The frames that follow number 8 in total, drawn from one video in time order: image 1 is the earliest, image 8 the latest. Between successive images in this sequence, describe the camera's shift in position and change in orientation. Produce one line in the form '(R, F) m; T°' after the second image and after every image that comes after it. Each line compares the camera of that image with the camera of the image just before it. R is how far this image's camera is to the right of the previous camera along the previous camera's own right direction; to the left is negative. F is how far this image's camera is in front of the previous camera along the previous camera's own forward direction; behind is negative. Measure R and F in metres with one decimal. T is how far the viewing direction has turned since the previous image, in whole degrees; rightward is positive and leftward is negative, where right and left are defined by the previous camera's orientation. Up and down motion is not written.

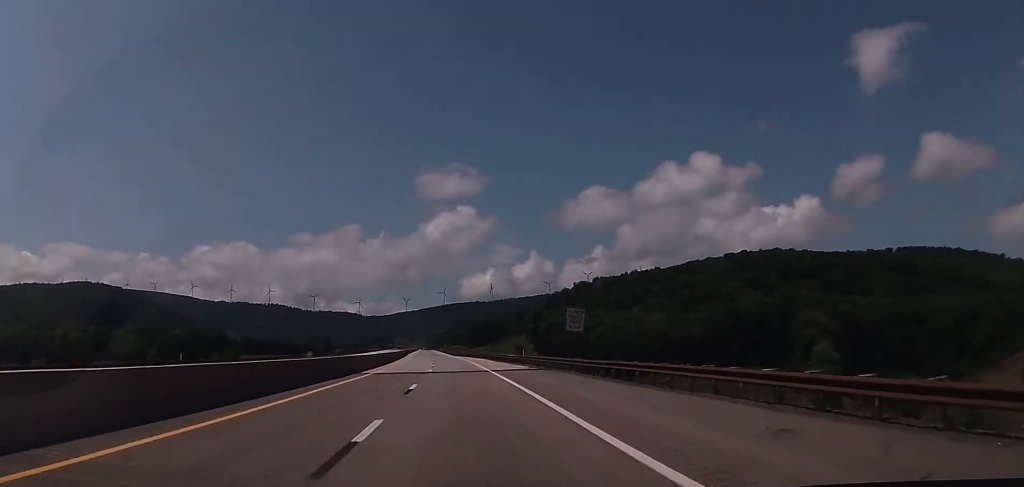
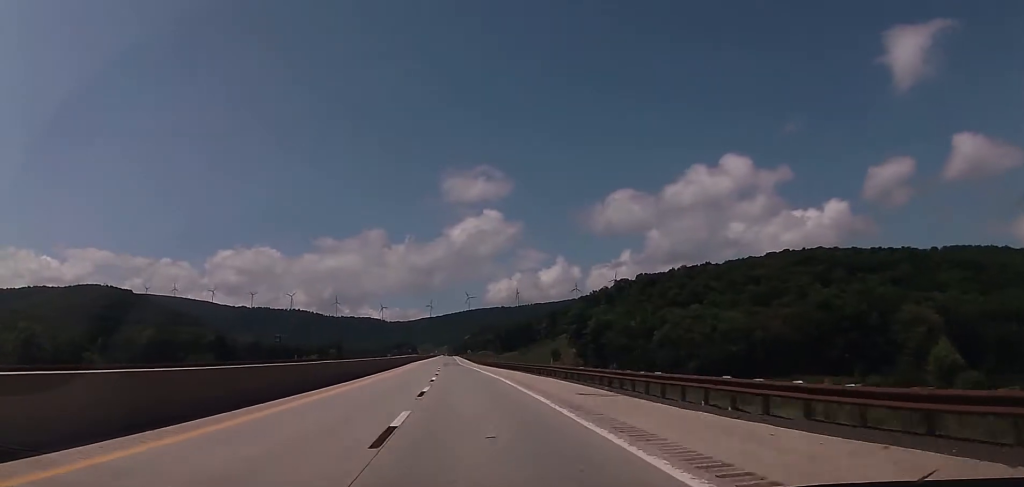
(-0.5, +54.8) m; -2°
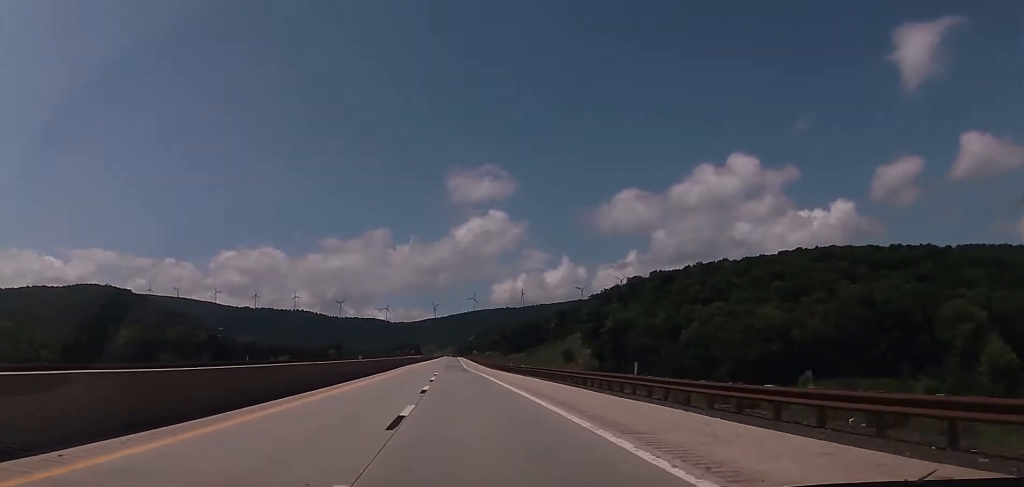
(-0.4, +21.5) m; -1°
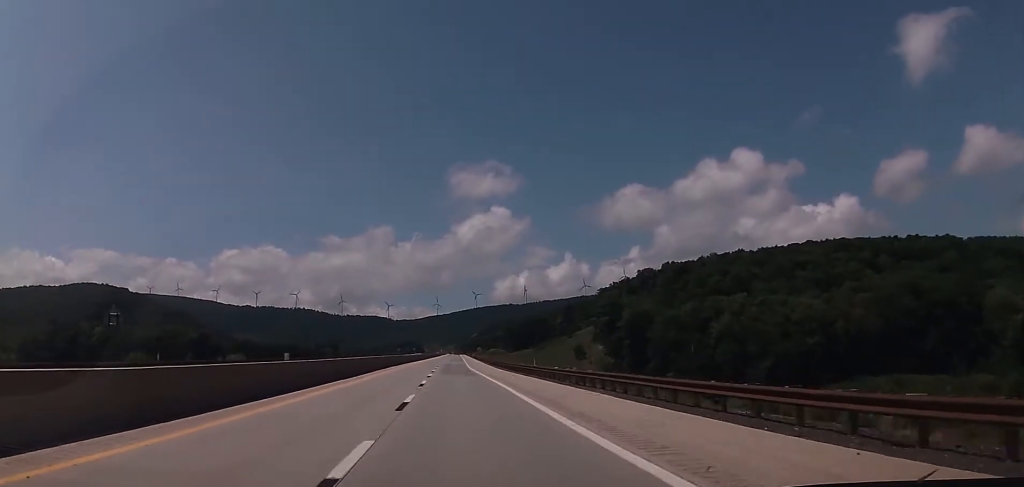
(-0.3, +20.5) m; -1°
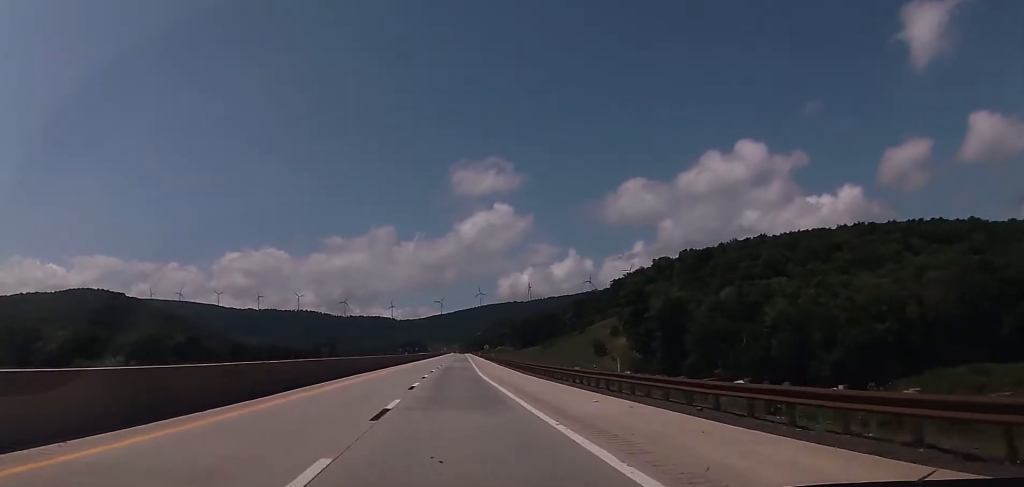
(+0.1, +26.9) m; 0°
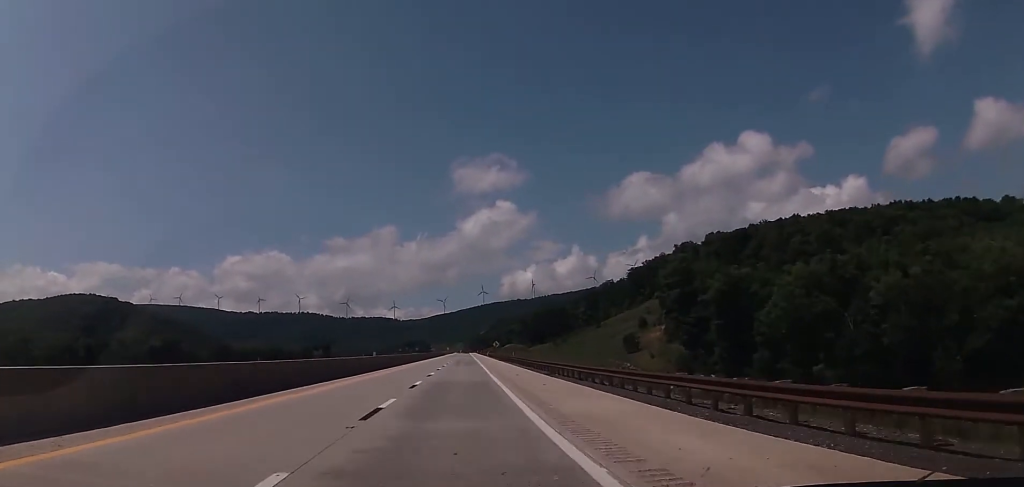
(-0.1, +36.7) m; 0°
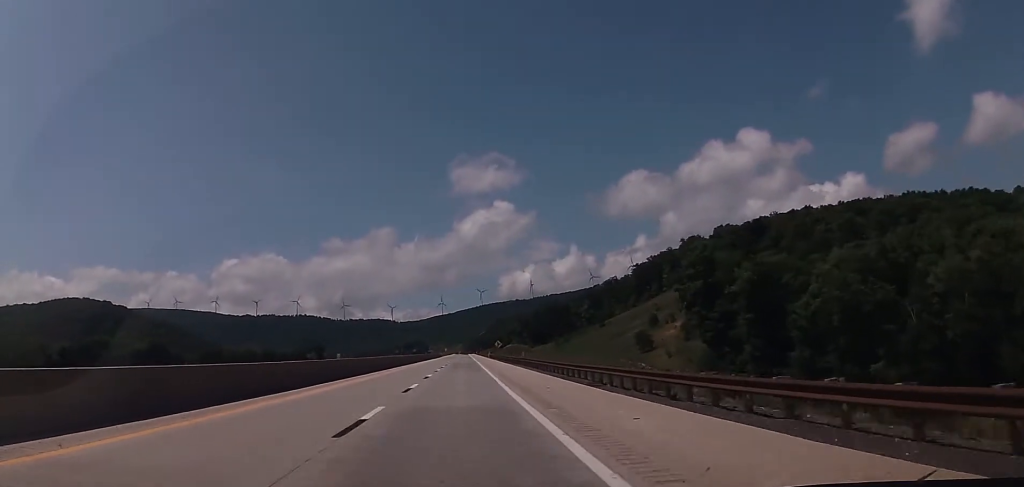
(+0.1, +15.1) m; 0°
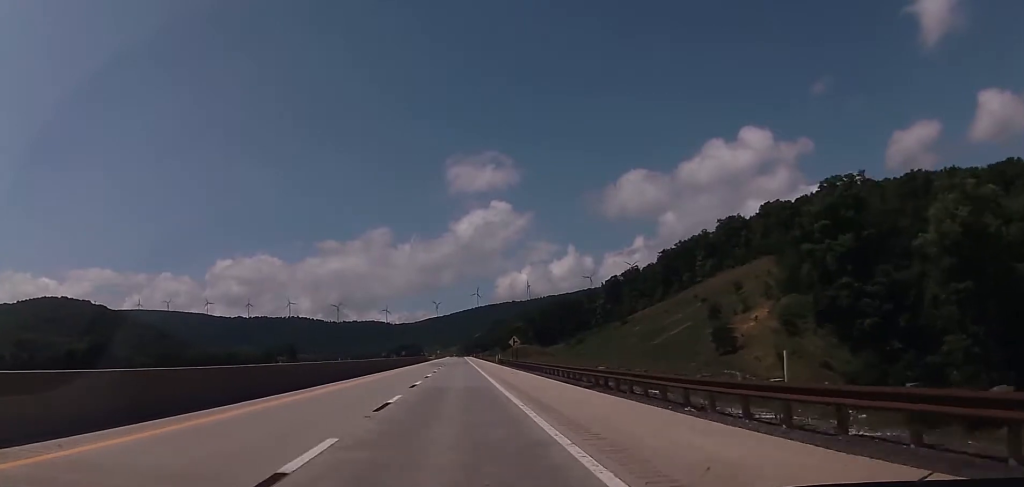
(0.0, +55.4) m; 0°
